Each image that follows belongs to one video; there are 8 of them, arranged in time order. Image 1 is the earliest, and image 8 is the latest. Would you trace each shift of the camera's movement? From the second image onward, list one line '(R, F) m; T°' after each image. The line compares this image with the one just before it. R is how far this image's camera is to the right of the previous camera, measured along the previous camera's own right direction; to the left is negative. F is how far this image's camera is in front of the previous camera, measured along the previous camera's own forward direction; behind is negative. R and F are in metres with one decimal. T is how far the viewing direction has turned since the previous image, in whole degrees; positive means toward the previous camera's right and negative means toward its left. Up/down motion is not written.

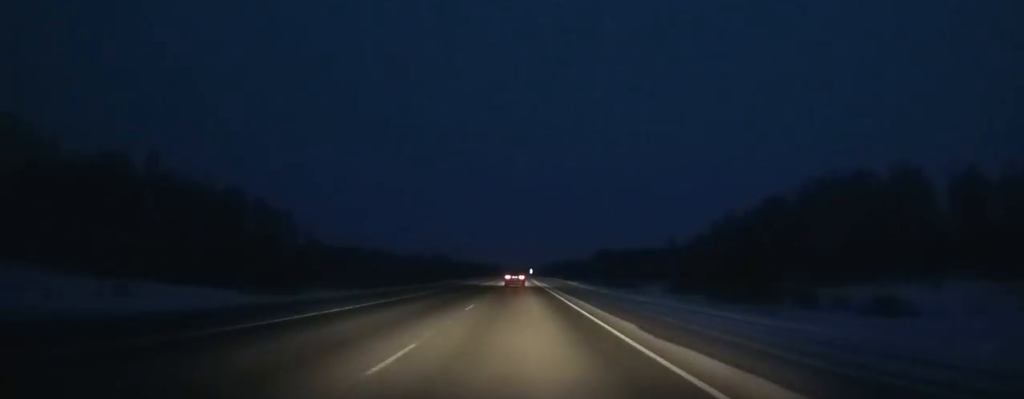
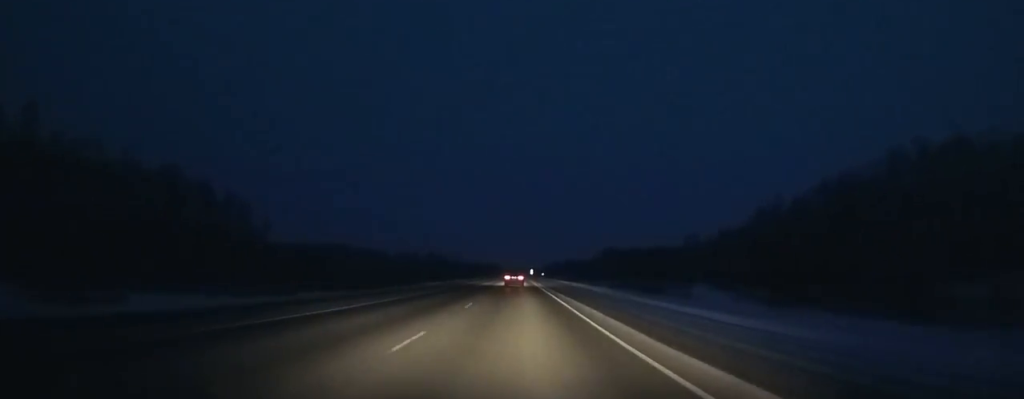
(0.0, +34.2) m; 0°
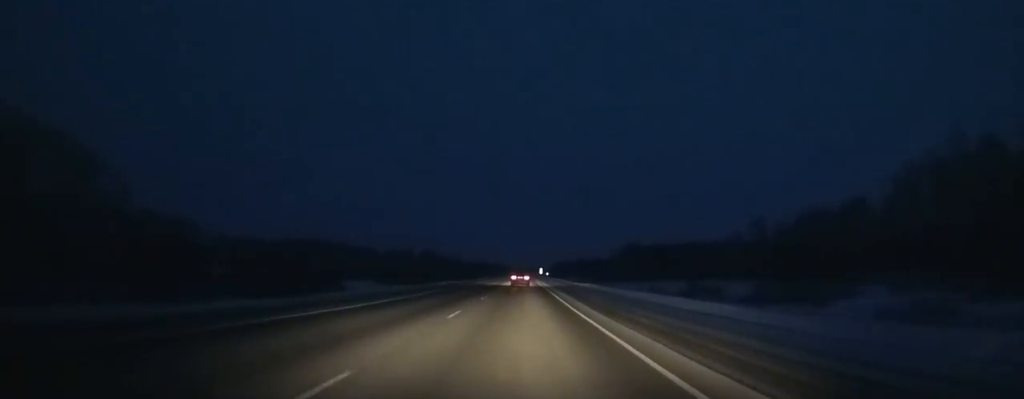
(-0.1, +65.2) m; 0°
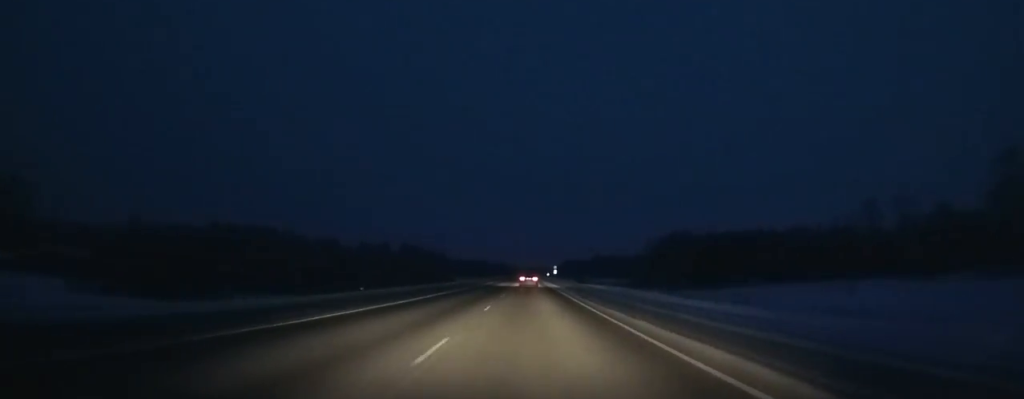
(+0.1, +103.1) m; 0°
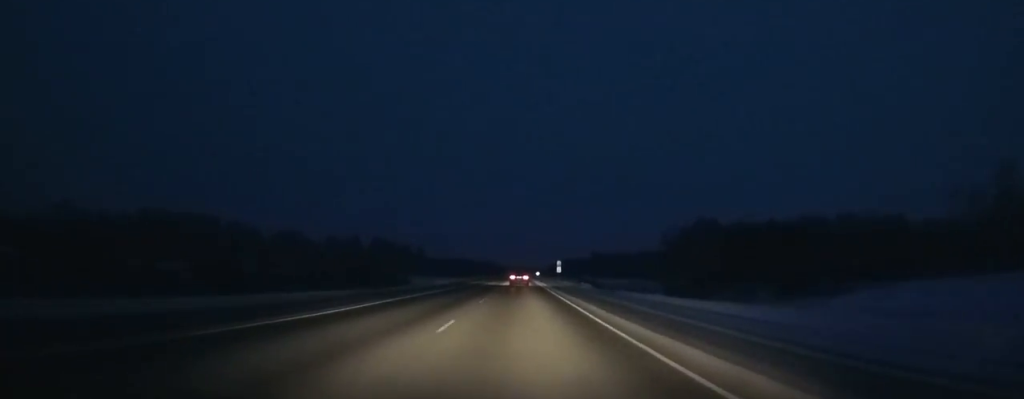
(+0.3, +56.2) m; 0°
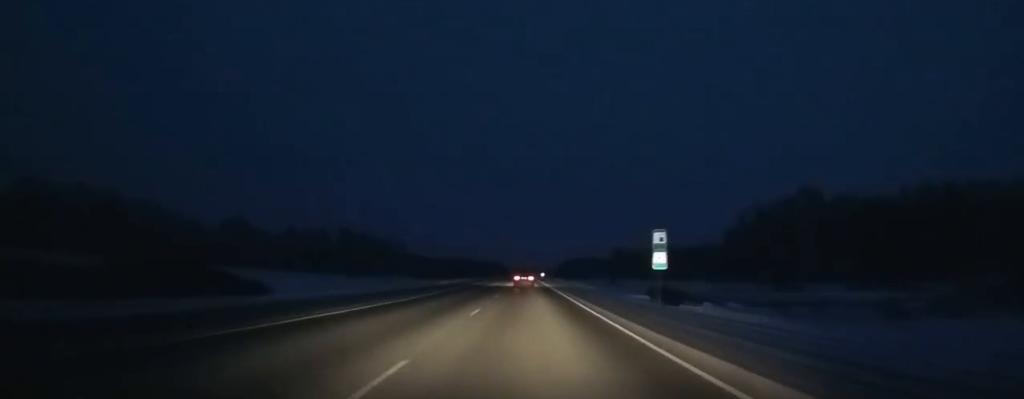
(-0.4, +79.0) m; 0°
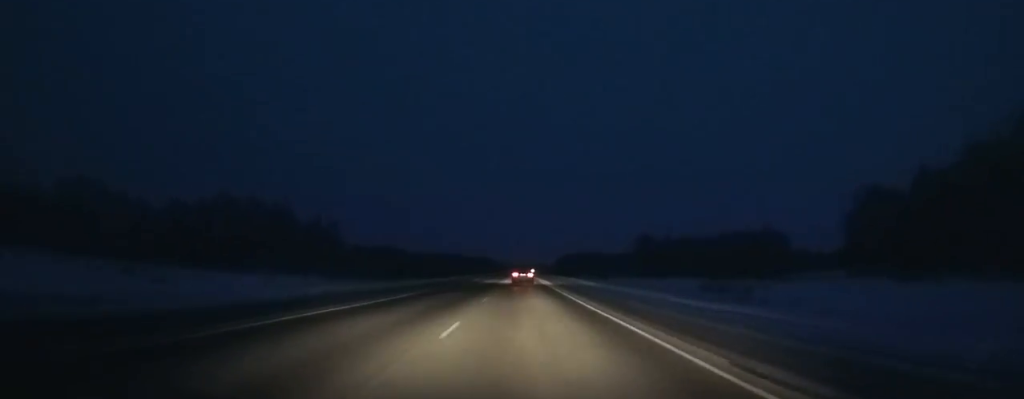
(+0.5, +101.4) m; 0°
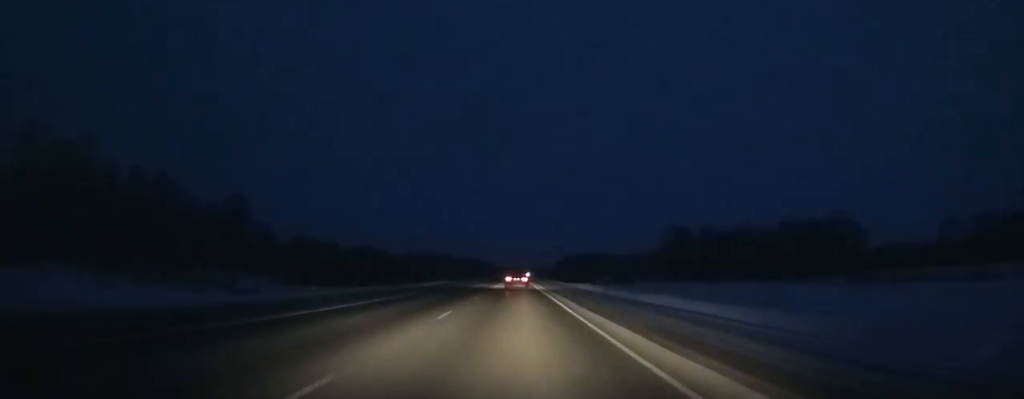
(+0.1, +66.5) m; 0°
